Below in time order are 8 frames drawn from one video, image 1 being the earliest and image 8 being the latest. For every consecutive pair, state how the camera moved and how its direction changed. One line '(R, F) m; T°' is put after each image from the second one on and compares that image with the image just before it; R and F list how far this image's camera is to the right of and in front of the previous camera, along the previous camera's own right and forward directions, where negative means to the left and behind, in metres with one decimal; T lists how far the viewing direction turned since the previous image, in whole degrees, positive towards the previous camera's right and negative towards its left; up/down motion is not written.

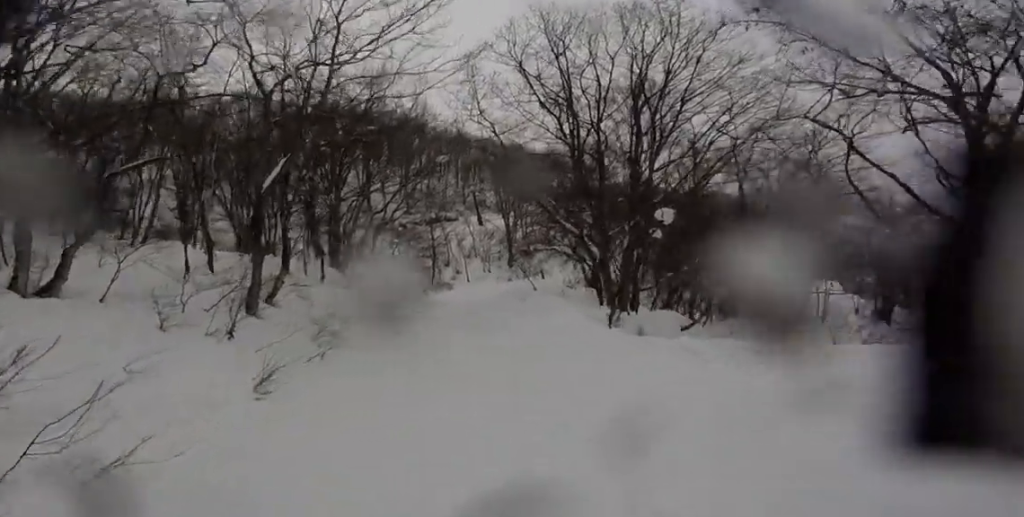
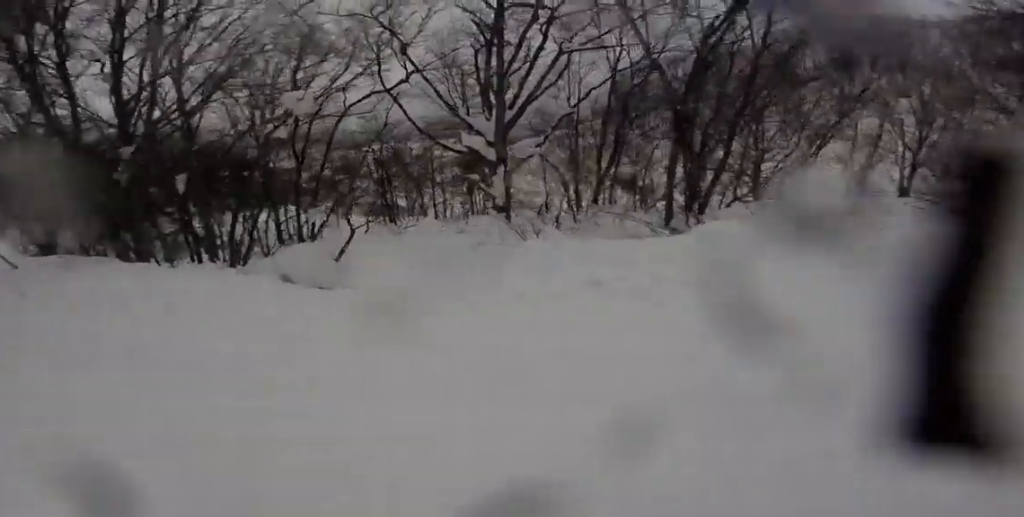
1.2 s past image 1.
(0.0, +7.5) m; -3°
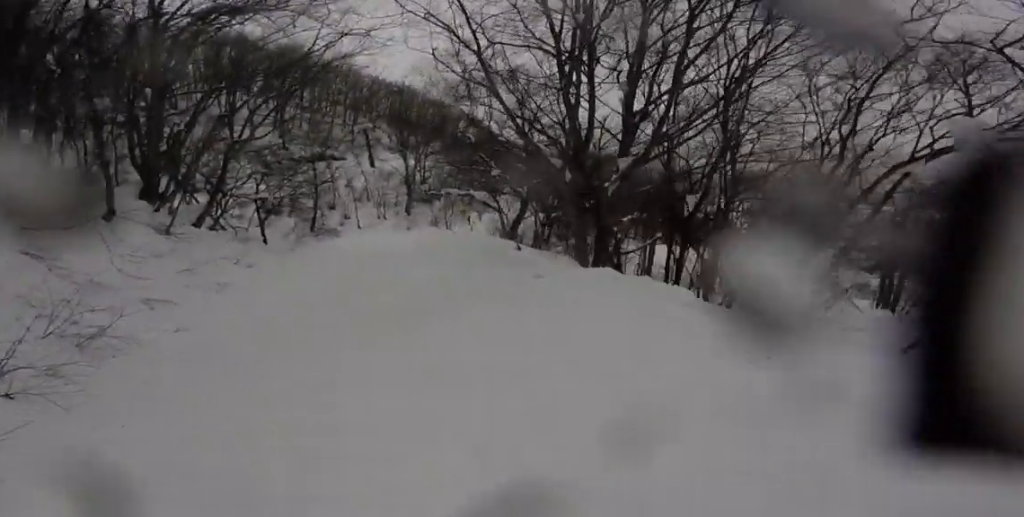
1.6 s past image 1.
(+0.1, +2.7) m; -7°
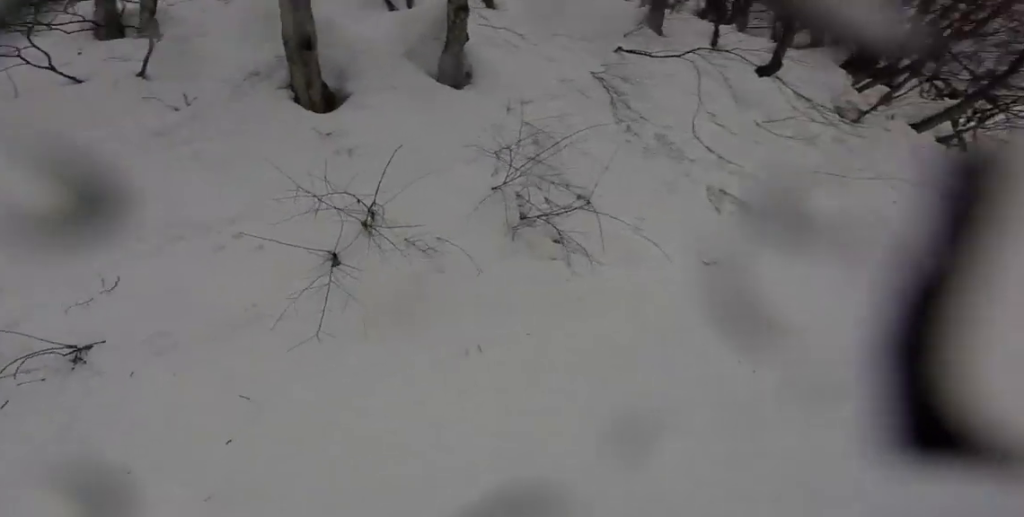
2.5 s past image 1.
(-0.7, +5.0) m; -7°
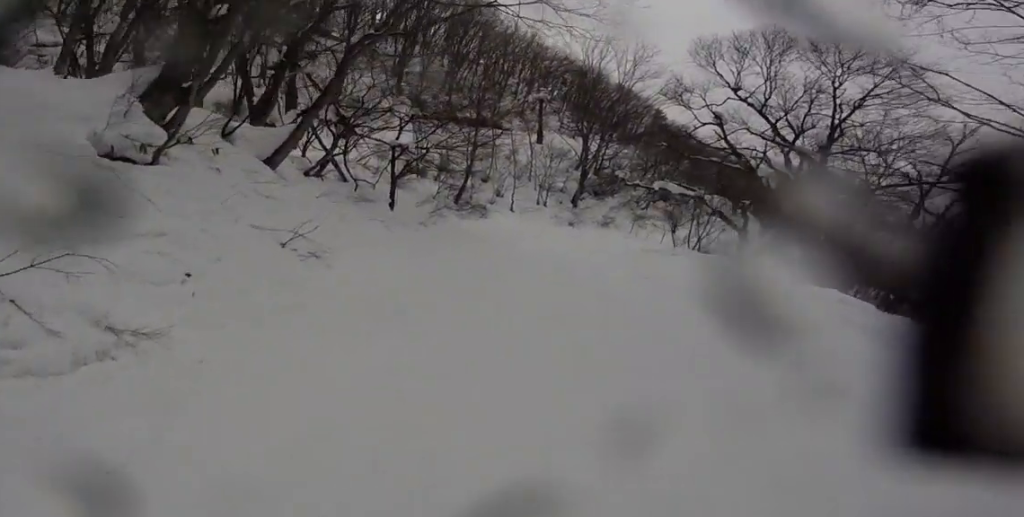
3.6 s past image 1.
(+0.1, +5.8) m; 0°
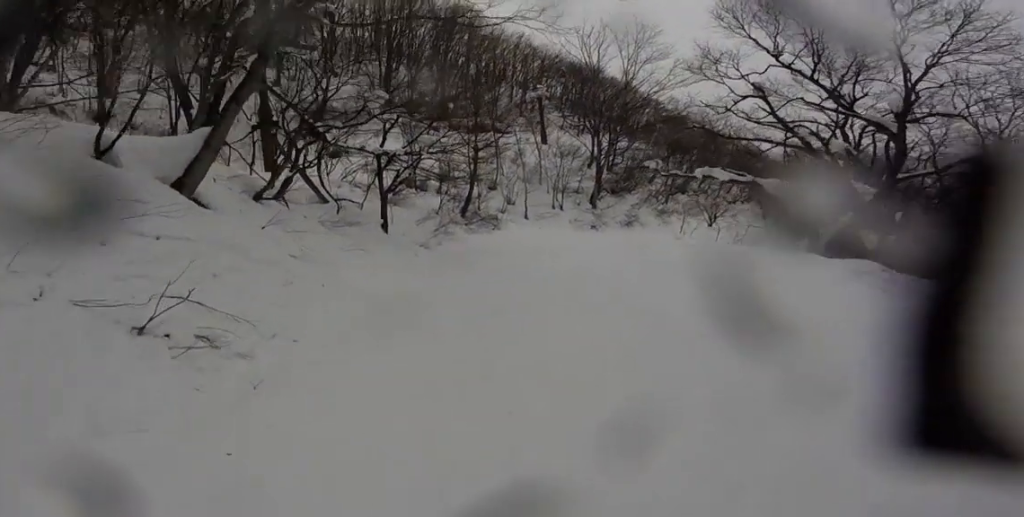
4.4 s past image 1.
(+0.1, +3.7) m; 0°
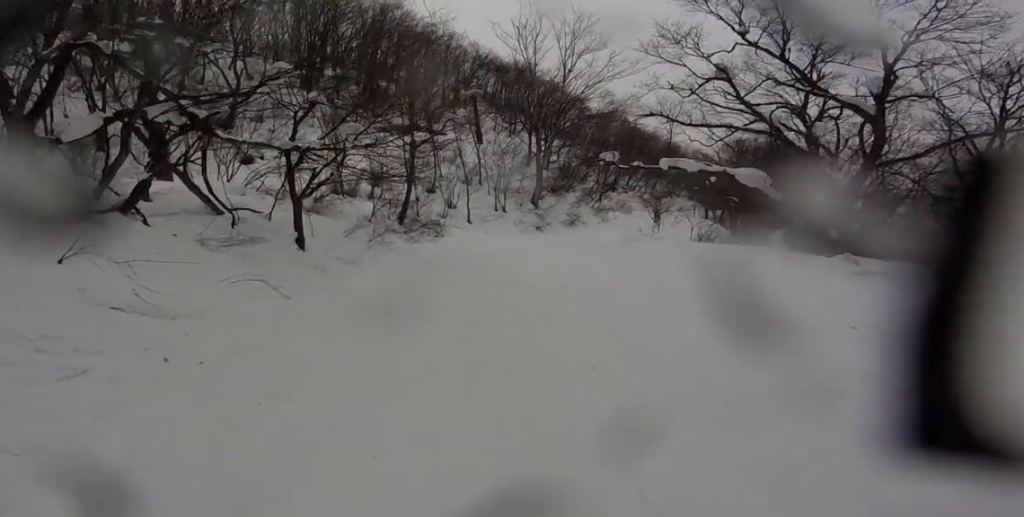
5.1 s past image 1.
(-0.8, +3.4) m; 0°
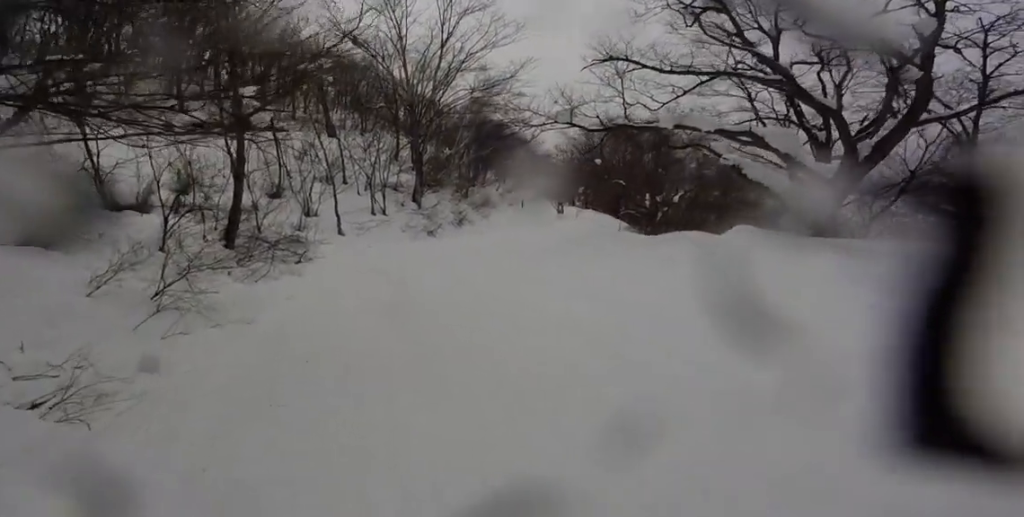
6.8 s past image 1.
(+2.2, +8.0) m; +17°
